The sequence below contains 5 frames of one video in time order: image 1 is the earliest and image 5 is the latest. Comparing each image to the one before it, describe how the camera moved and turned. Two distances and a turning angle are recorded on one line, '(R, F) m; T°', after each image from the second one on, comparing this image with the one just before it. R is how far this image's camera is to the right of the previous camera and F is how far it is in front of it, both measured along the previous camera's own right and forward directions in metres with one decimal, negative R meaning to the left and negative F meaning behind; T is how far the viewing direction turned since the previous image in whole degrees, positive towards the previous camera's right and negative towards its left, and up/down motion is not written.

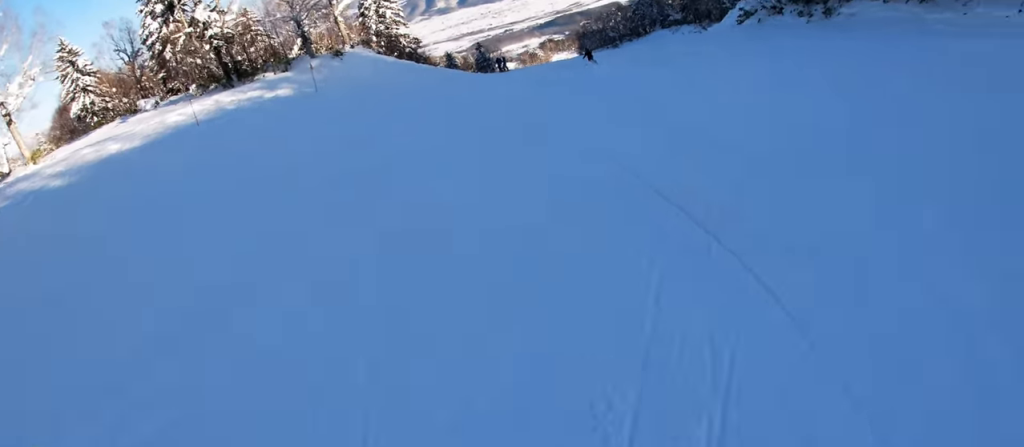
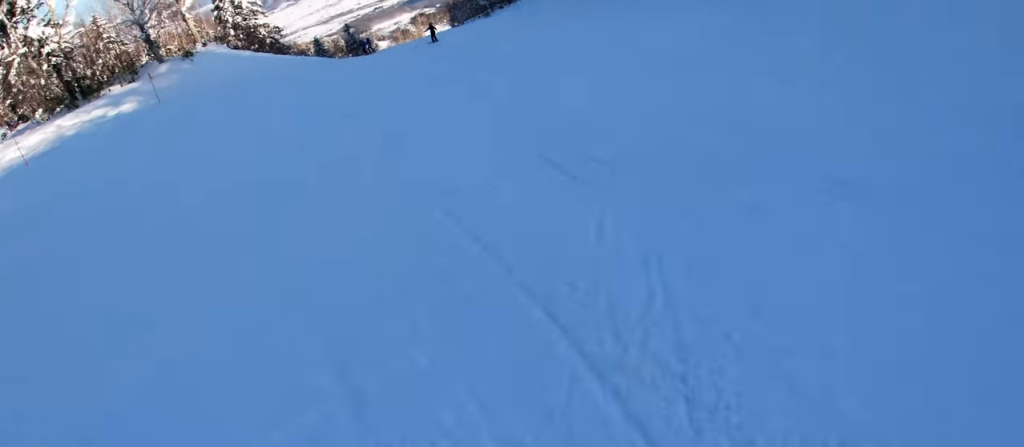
(+0.3, +2.1) m; 0°
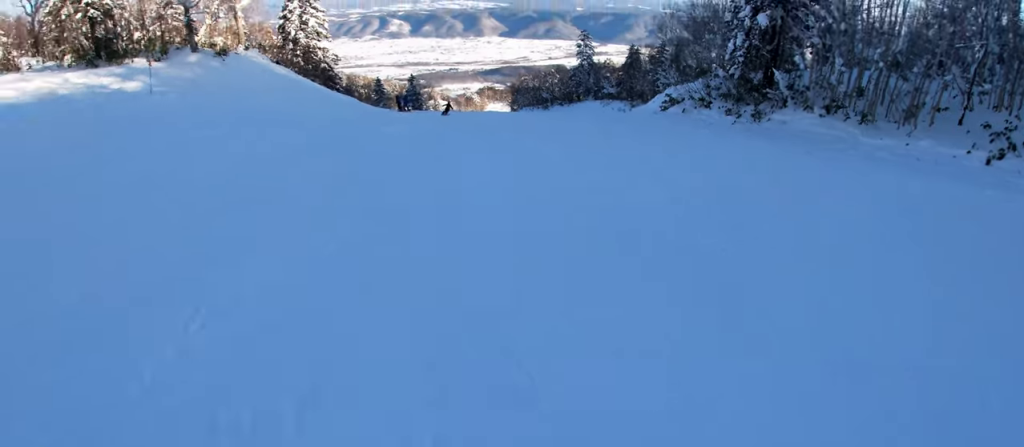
(+0.2, +3.6) m; -6°
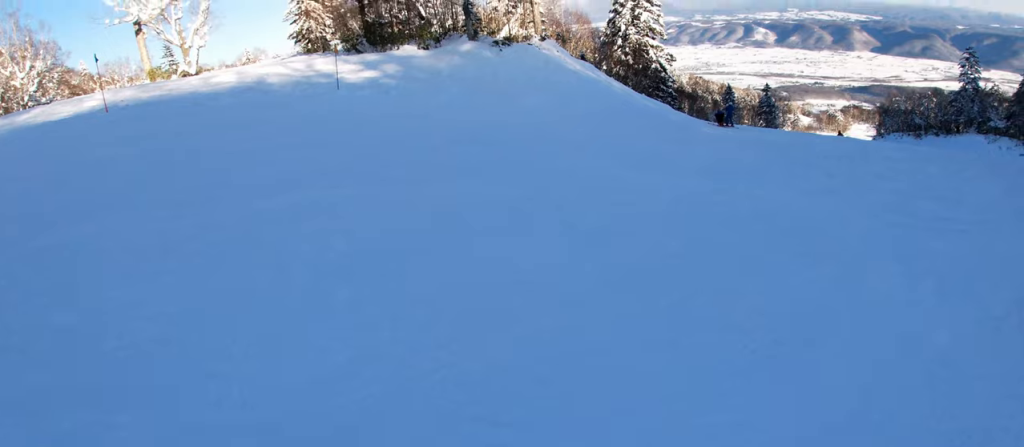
(-4.6, +10.6) m; -21°
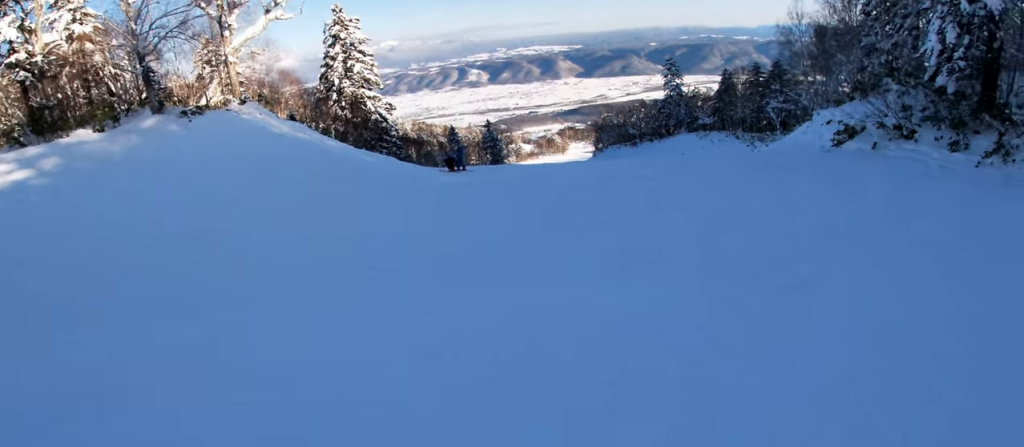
(+1.1, +5.2) m; +16°
